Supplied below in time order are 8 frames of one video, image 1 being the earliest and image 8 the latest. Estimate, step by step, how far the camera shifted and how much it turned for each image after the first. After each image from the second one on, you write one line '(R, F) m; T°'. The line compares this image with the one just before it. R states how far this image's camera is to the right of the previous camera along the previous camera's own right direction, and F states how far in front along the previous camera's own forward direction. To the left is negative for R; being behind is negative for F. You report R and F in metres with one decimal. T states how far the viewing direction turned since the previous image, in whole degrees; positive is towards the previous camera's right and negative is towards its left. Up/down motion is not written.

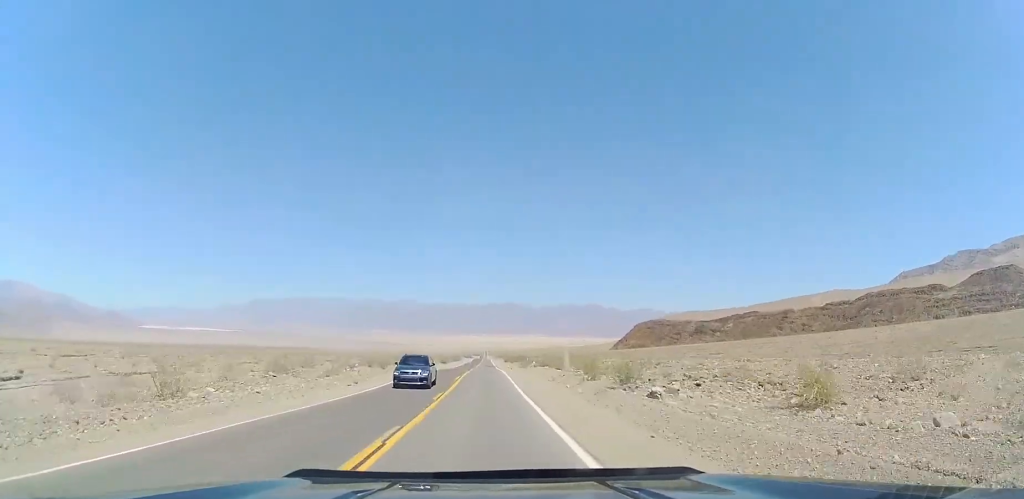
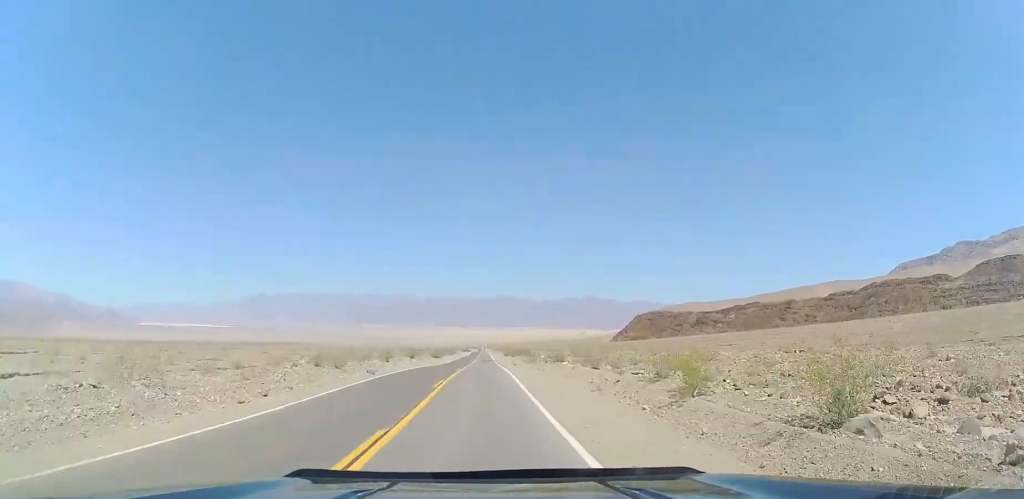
(-0.2, +14.0) m; 0°
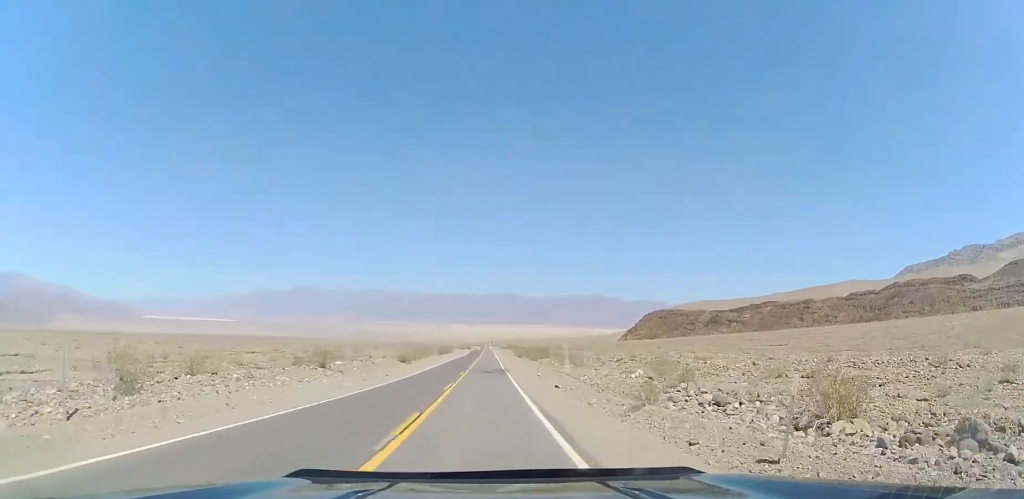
(+0.6, +40.0) m; 0°
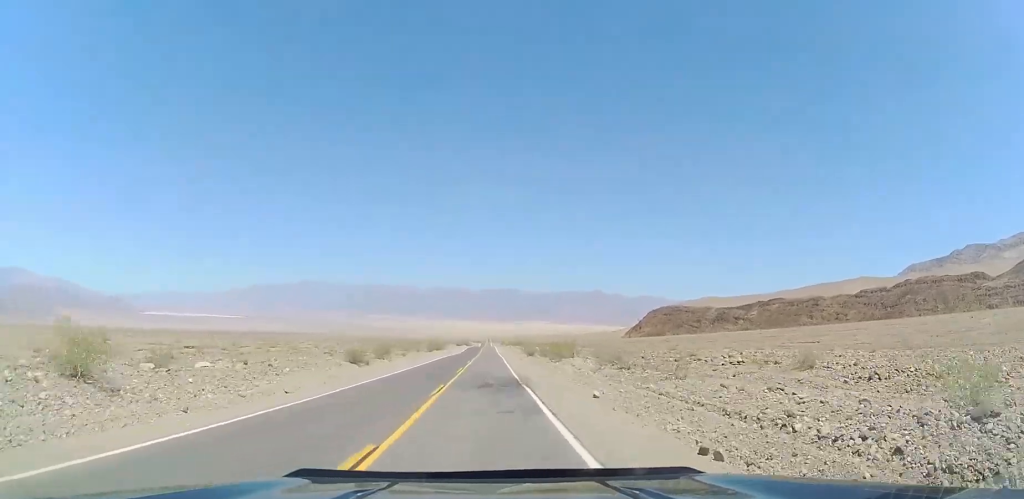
(-0.2, +21.0) m; -1°
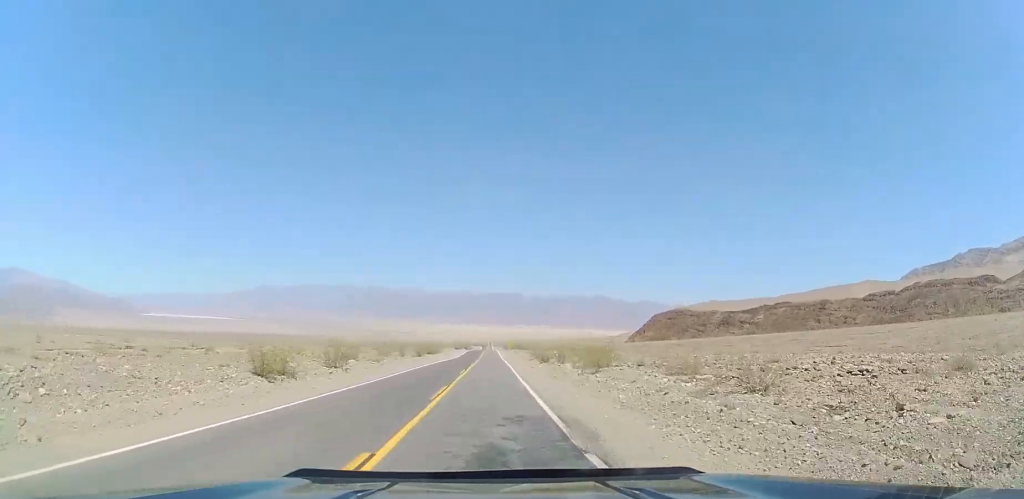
(-0.1, +15.0) m; 0°
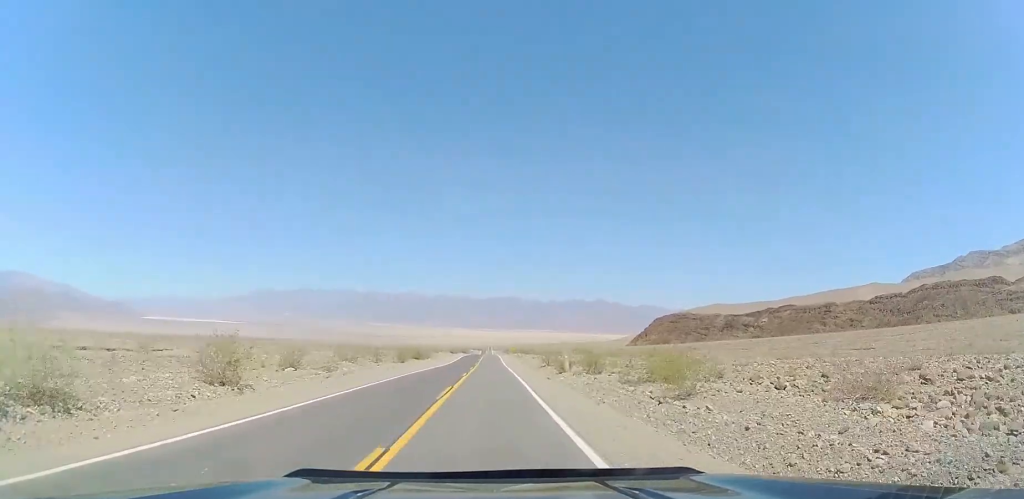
(0.0, +14.0) m; 0°
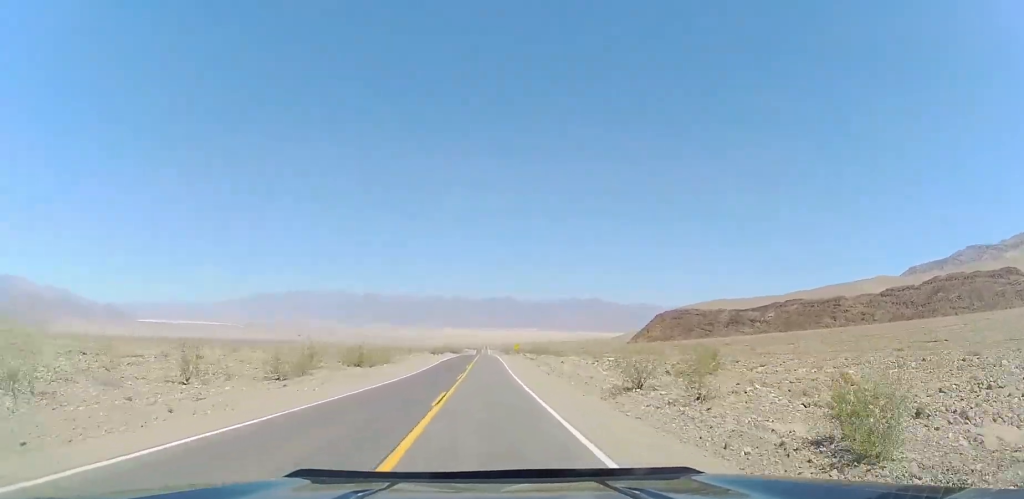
(+0.1, +32.0) m; +1°
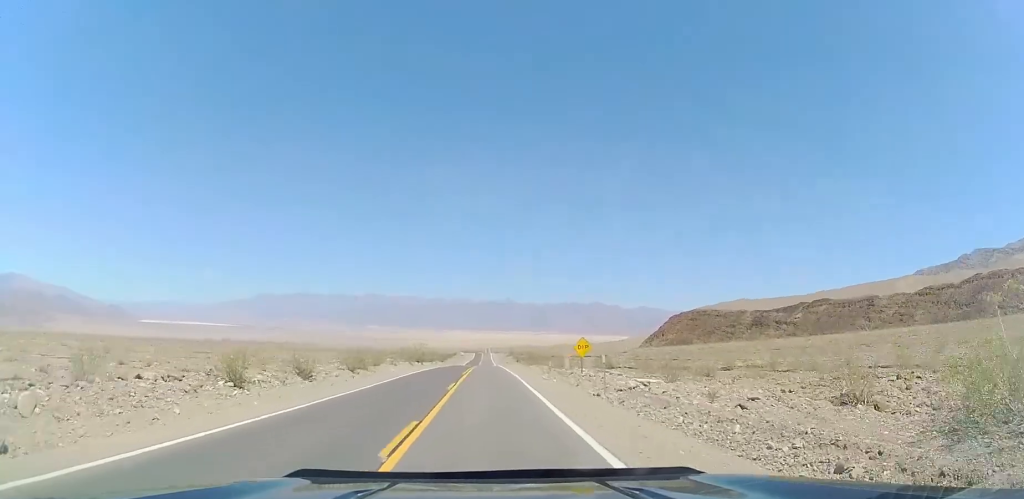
(+1.2, +68.5) m; +1°
